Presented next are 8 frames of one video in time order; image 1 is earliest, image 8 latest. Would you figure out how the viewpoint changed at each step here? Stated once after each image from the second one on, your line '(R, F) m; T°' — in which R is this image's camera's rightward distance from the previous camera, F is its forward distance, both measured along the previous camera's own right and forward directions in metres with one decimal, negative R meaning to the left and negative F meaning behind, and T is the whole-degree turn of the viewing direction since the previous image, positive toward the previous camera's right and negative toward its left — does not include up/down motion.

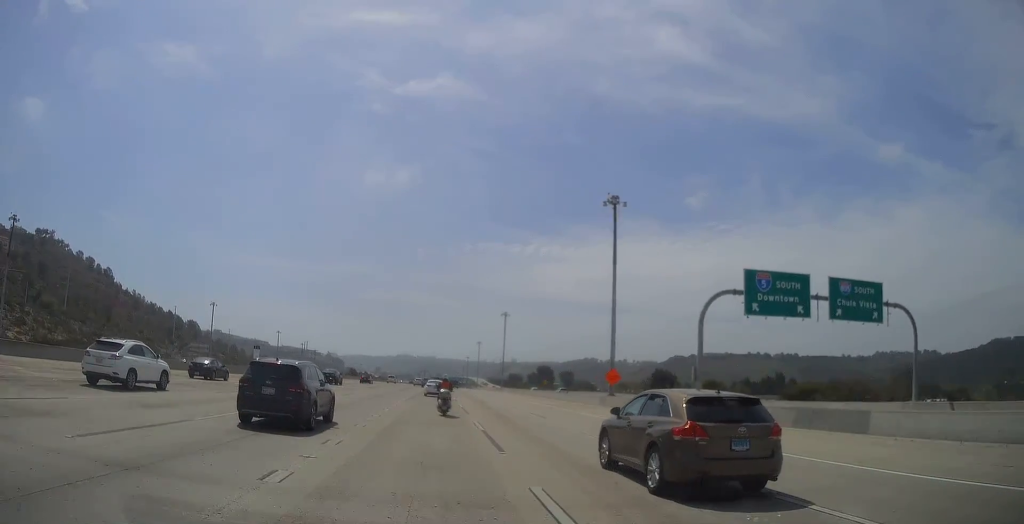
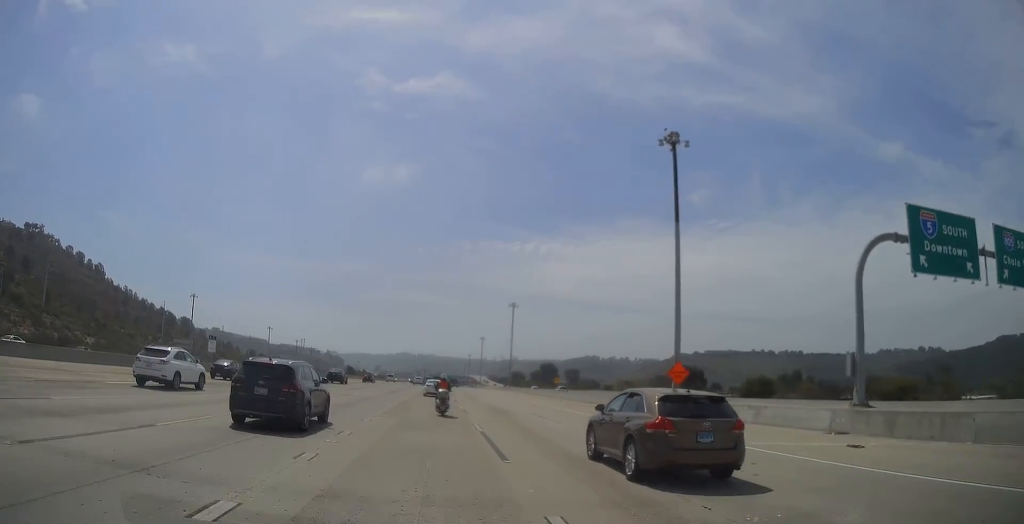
(0.0, +16.3) m; 0°
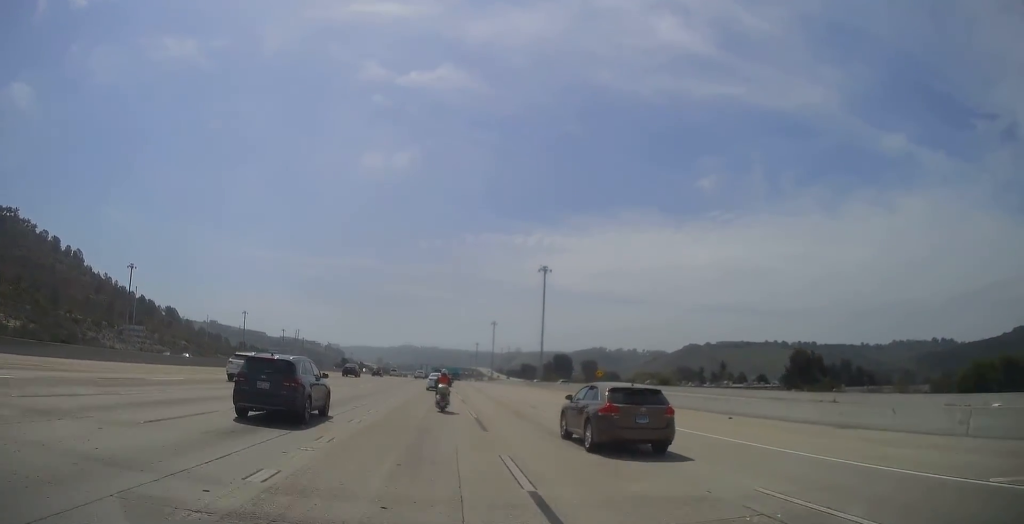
(+0.2, +40.0) m; +1°
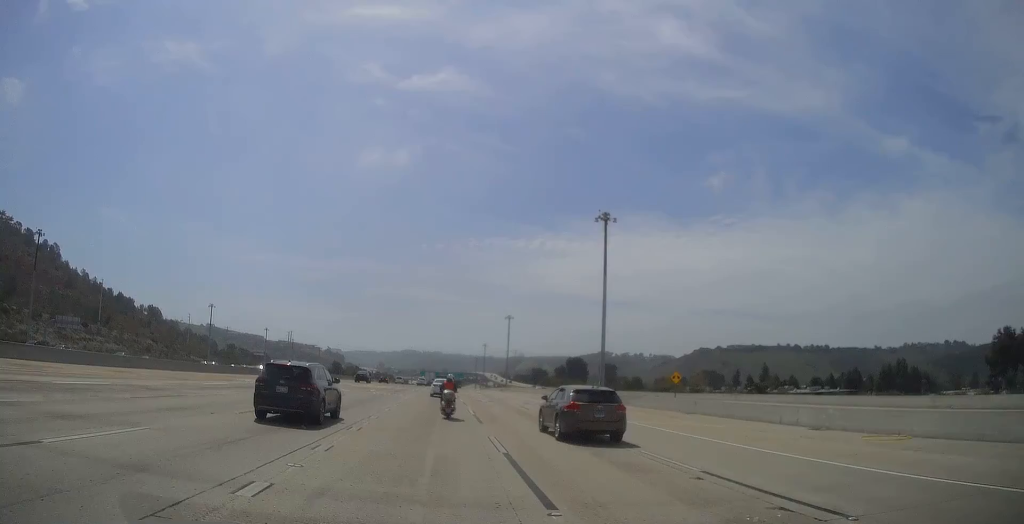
(0.0, +37.8) m; -1°
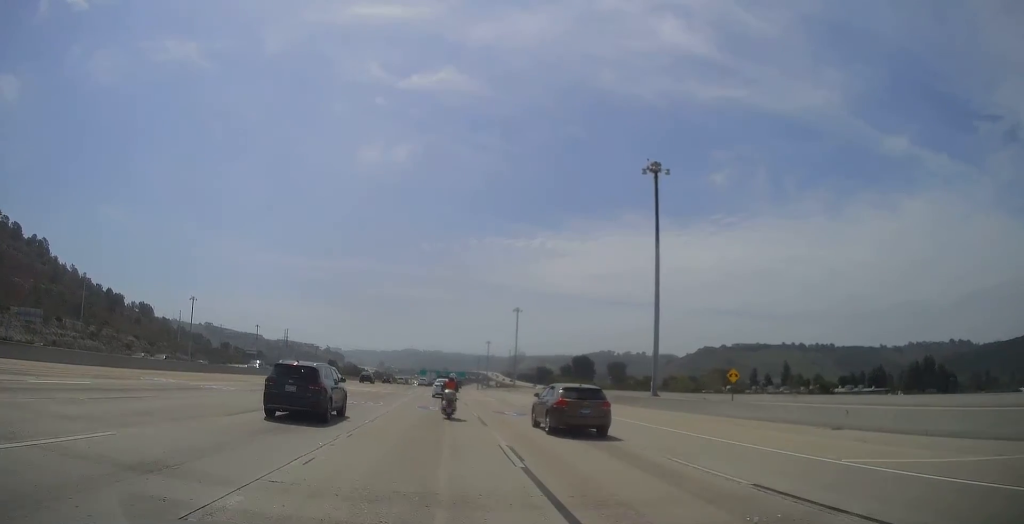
(-0.2, +16.3) m; -1°
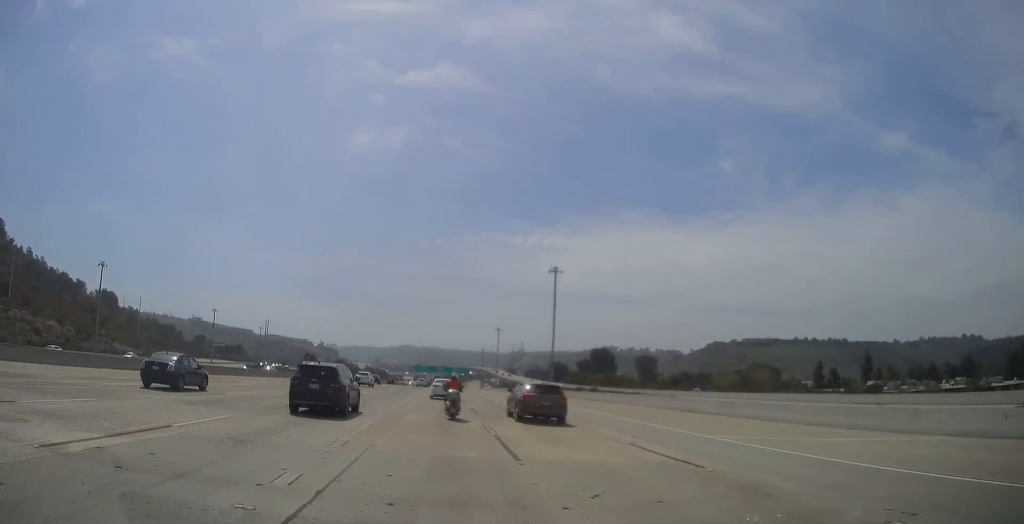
(+1.1, +52.4) m; +1°
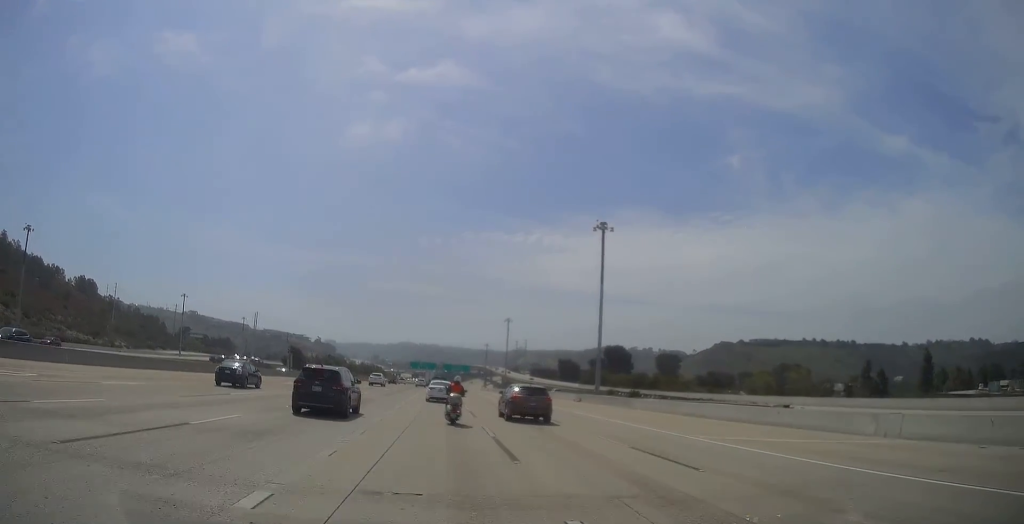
(-0.7, +28.6) m; -1°
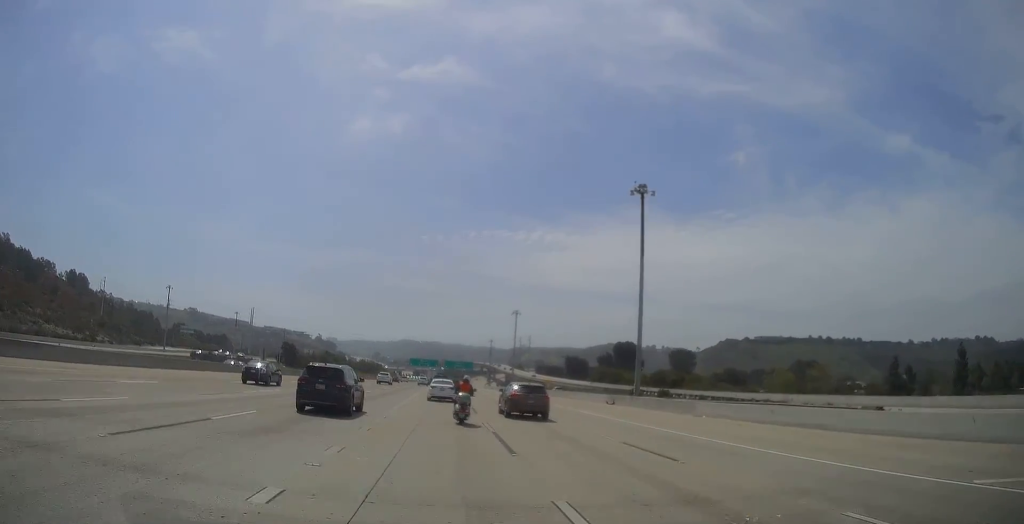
(0.0, +13.4) m; +1°
